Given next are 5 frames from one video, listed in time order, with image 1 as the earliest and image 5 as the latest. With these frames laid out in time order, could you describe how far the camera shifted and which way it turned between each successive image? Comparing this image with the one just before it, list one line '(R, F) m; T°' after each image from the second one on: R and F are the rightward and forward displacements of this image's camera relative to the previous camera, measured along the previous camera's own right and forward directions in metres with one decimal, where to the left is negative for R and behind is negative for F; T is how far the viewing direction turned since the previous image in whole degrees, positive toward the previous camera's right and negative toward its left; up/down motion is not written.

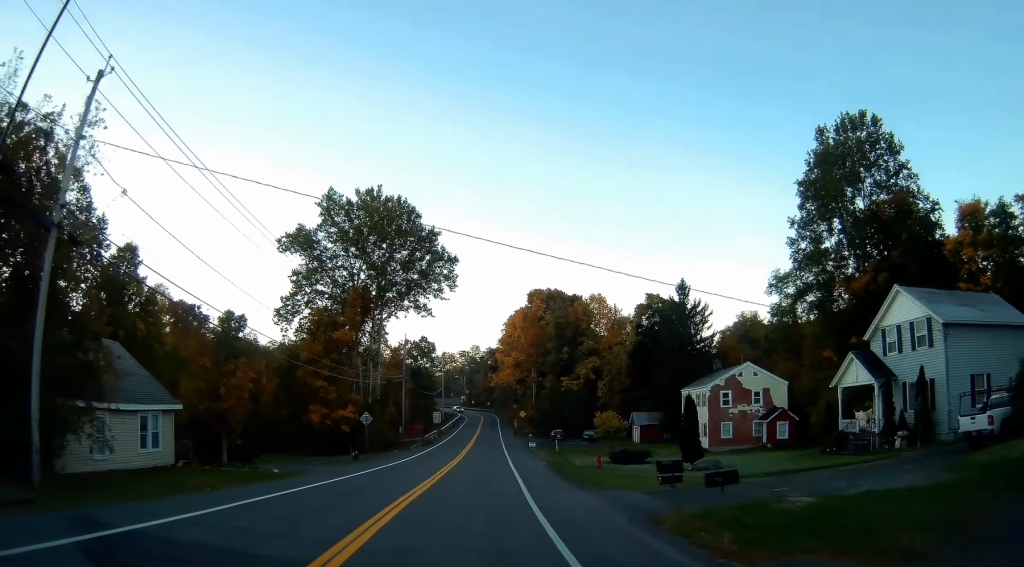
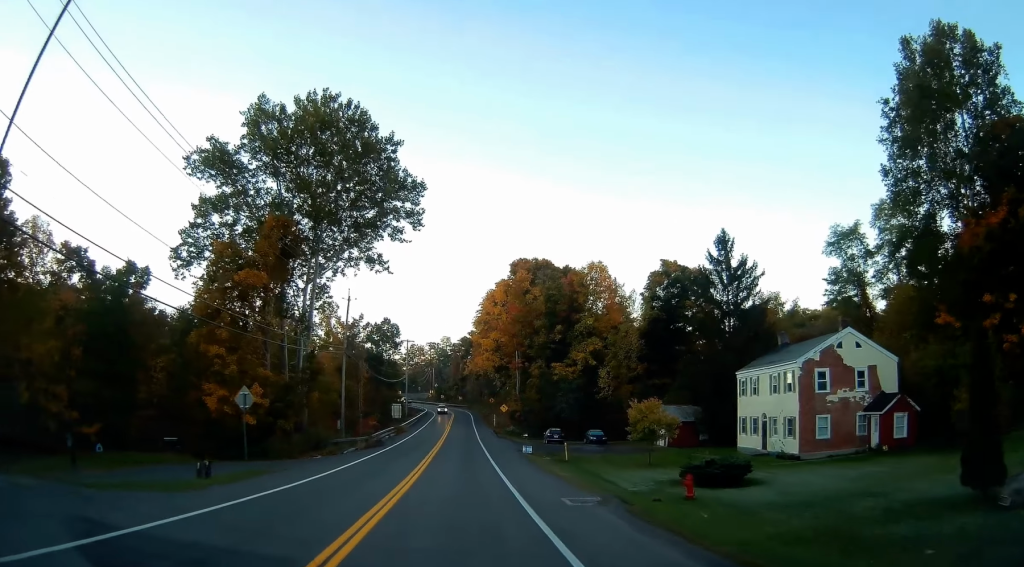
(+0.5, +20.6) m; +1°
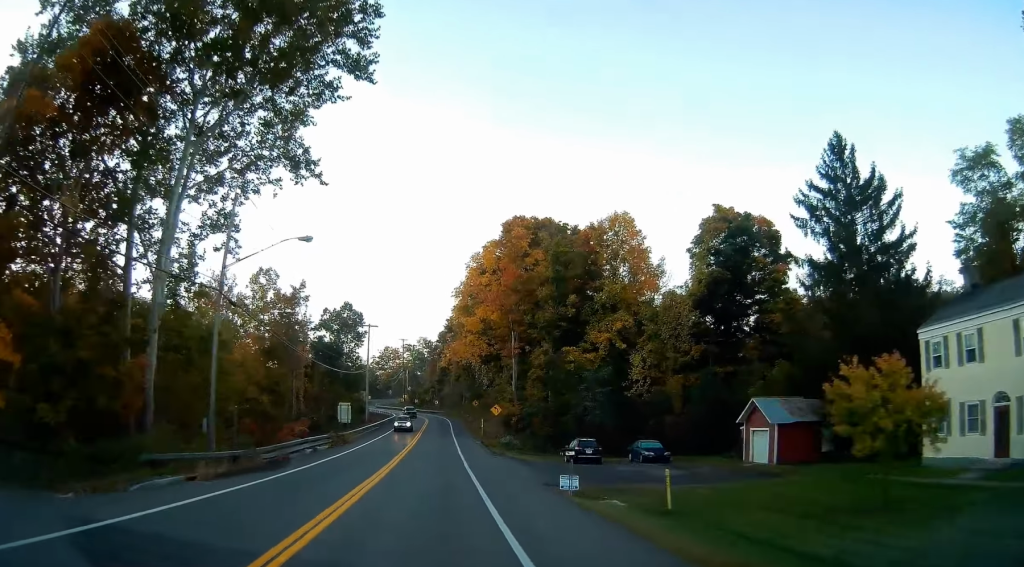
(+0.6, +23.2) m; +3°
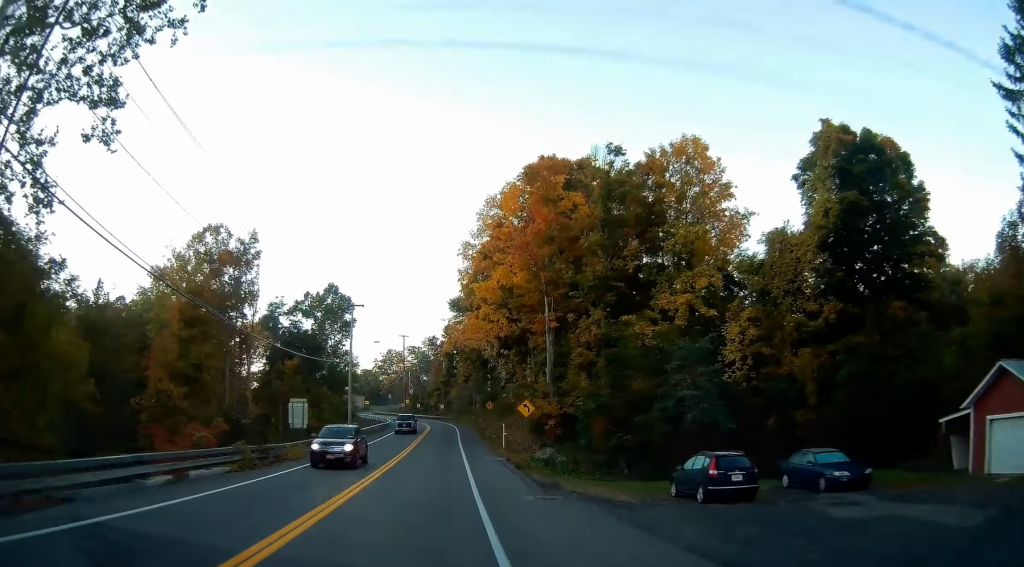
(+0.1, +18.1) m; 0°
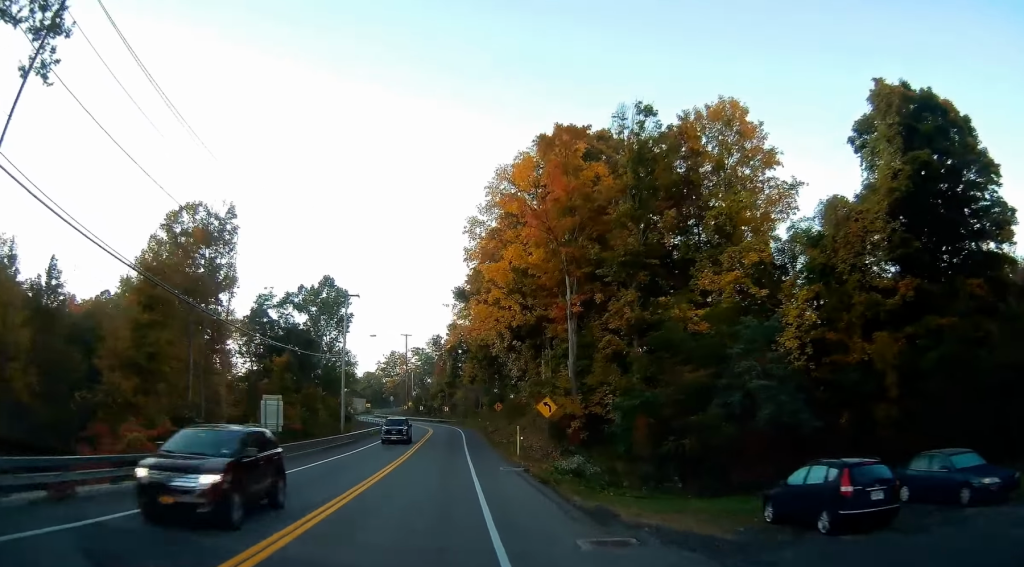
(+0.1, +6.6) m; -1°
